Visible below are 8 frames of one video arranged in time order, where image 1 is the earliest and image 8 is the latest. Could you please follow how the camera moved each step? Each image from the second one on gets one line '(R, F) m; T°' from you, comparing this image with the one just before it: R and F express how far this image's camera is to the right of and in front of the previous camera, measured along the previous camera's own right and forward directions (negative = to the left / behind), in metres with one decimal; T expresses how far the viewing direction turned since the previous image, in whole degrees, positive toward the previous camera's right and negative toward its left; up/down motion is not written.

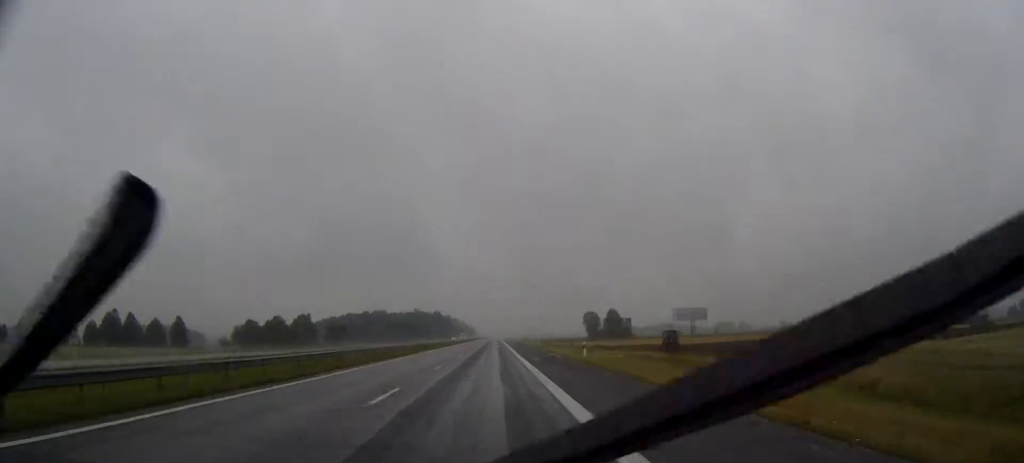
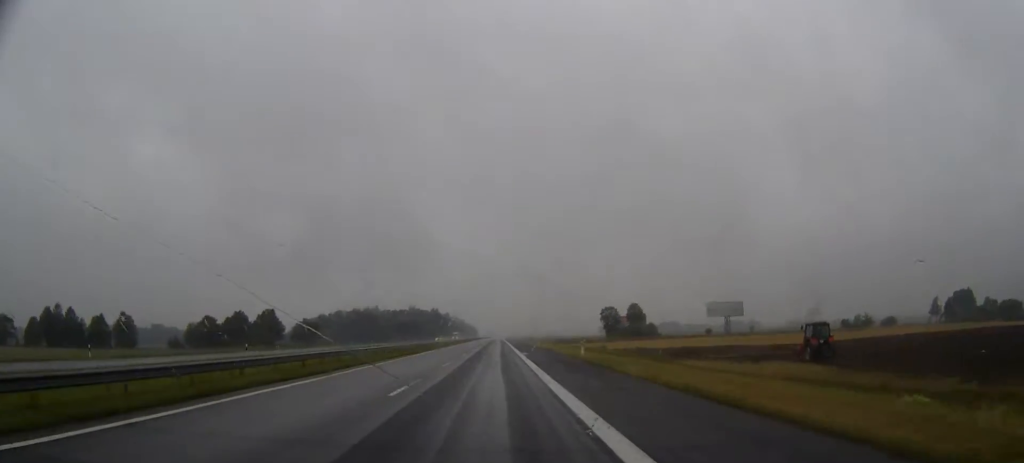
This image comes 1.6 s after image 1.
(0.0, +45.9) m; 0°
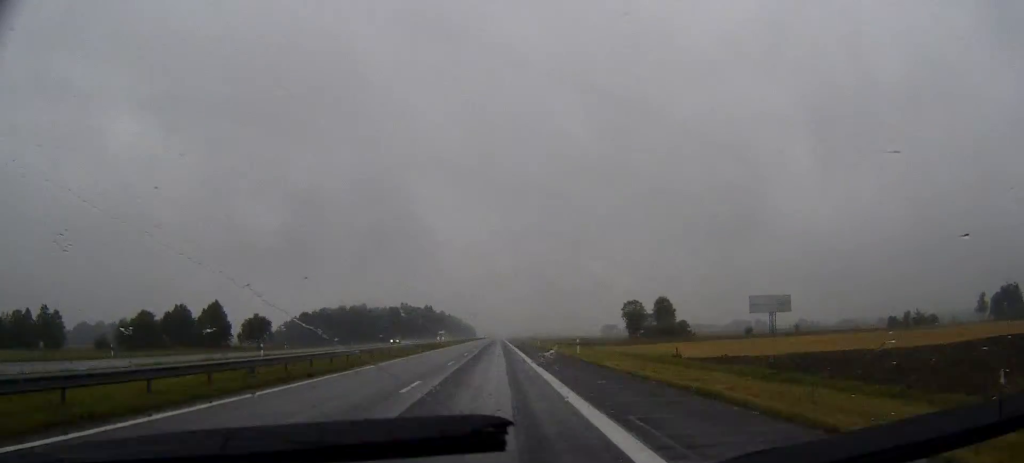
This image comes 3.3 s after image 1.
(0.0, +46.8) m; 0°
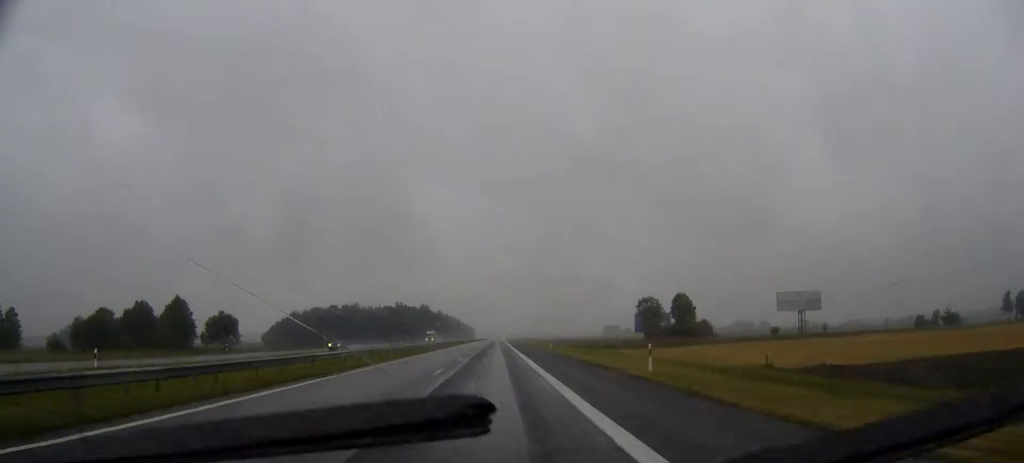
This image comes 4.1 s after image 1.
(0.0, +23.4) m; 0°
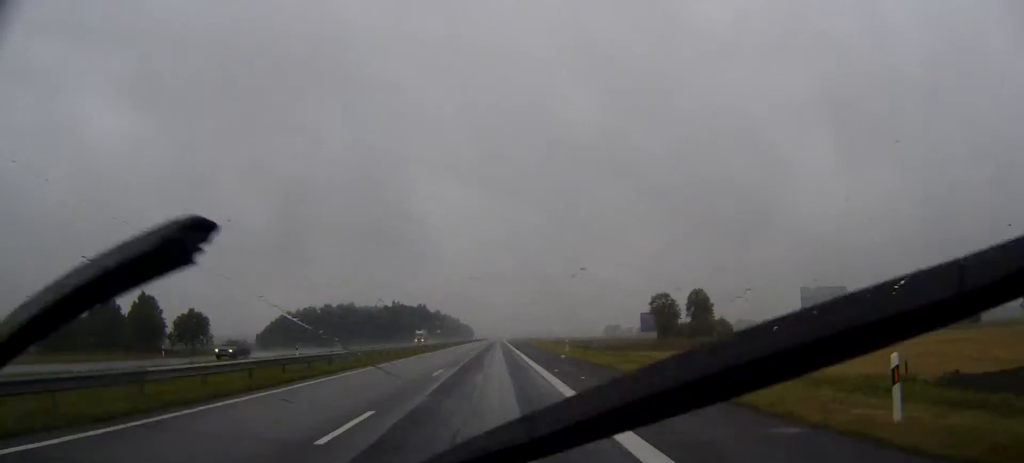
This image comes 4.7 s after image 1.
(0.0, +16.8) m; 0°
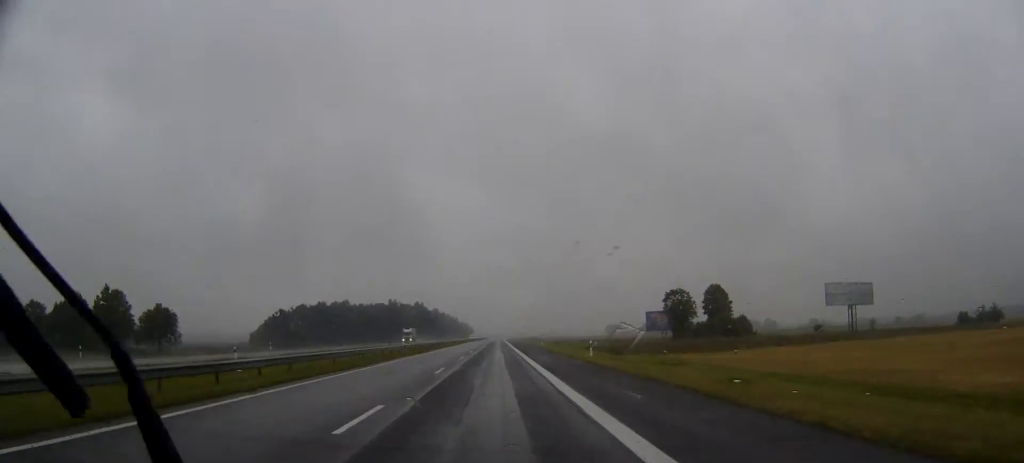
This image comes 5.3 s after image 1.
(0.0, +15.0) m; 0°
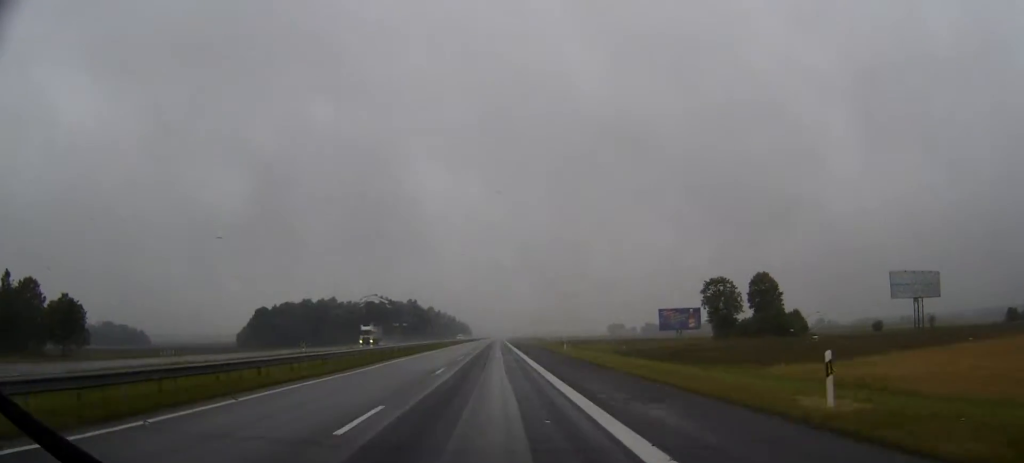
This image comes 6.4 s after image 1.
(0.0, +31.9) m; 0°
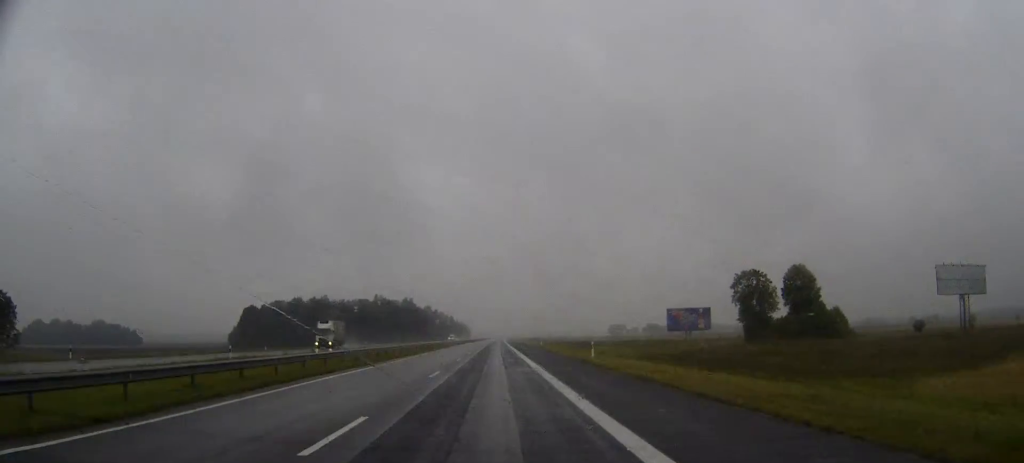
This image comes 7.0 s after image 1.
(0.0, +17.8) m; 0°
